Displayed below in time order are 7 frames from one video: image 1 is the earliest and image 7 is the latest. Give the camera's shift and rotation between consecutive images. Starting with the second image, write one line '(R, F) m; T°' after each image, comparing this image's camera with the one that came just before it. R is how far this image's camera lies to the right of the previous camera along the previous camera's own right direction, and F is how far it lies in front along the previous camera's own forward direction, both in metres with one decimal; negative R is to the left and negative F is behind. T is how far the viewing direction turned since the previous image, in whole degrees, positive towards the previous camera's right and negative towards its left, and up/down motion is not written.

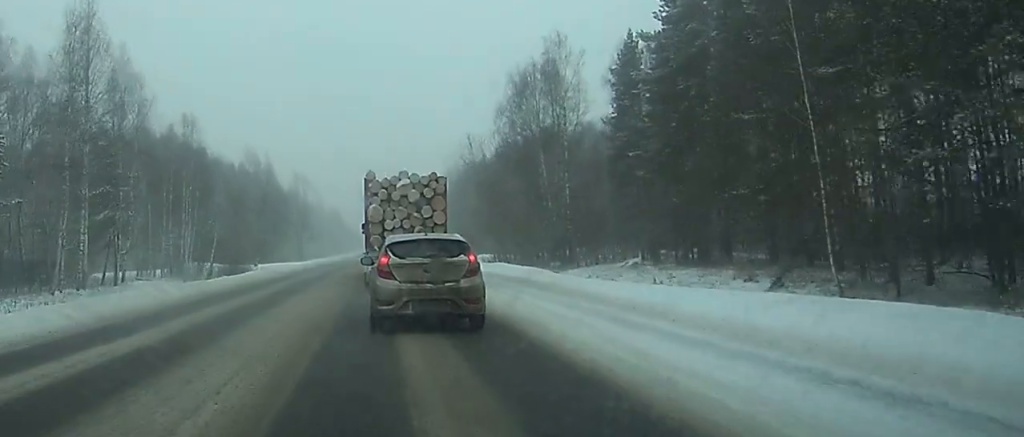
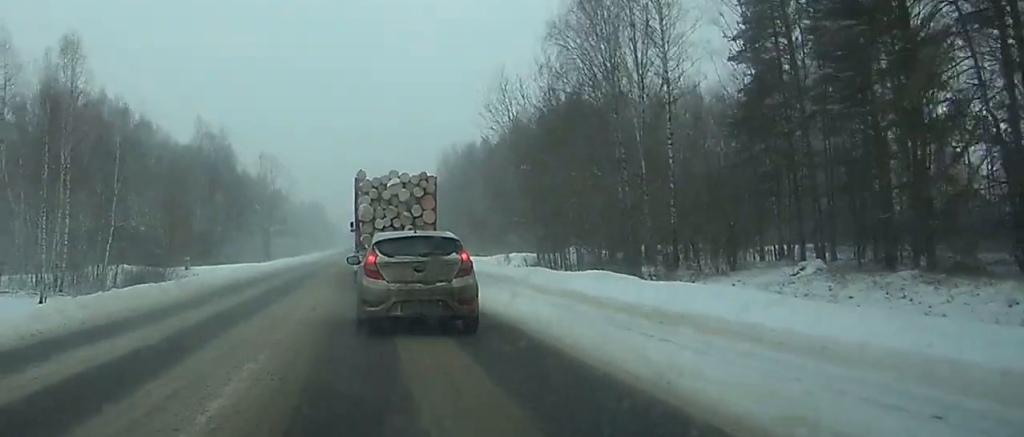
(-0.1, +33.9) m; 0°
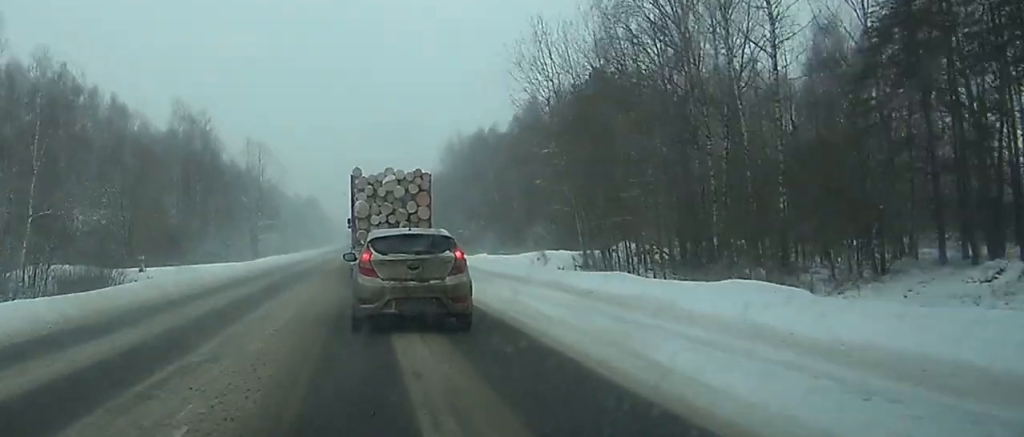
(+0.1, +15.3) m; 0°
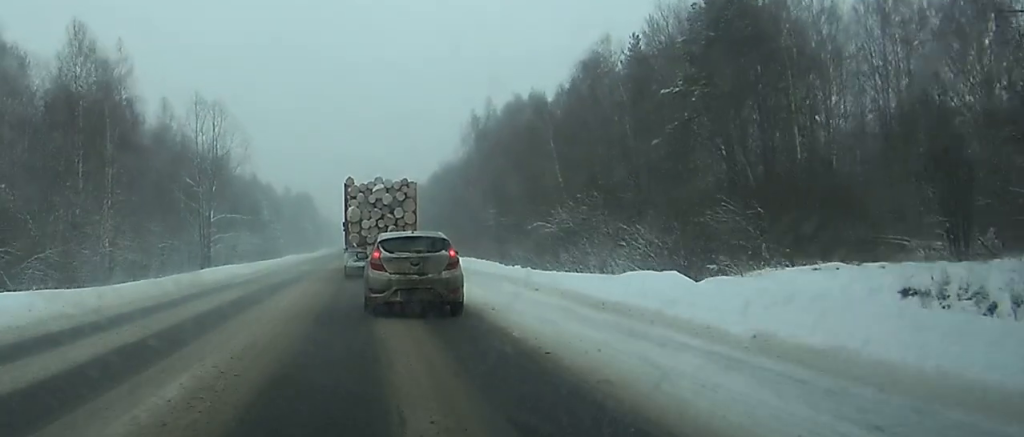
(+0.3, +43.0) m; 0°
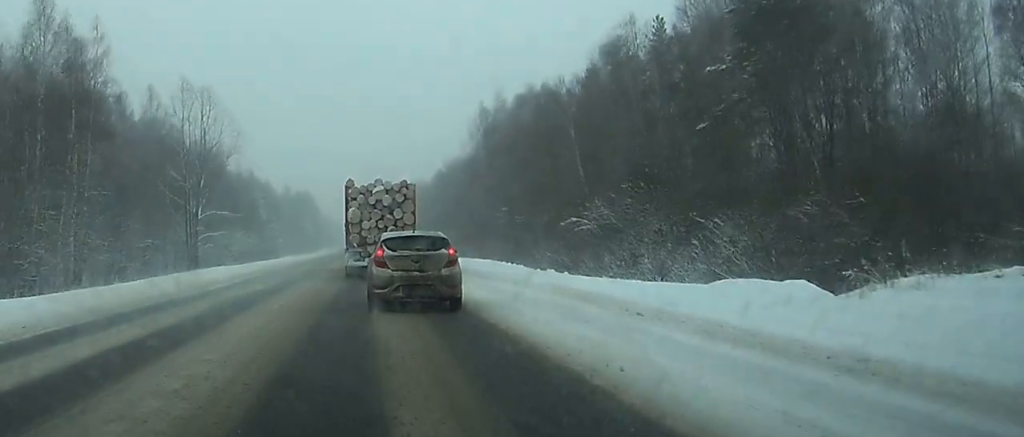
(0.0, +8.4) m; 0°
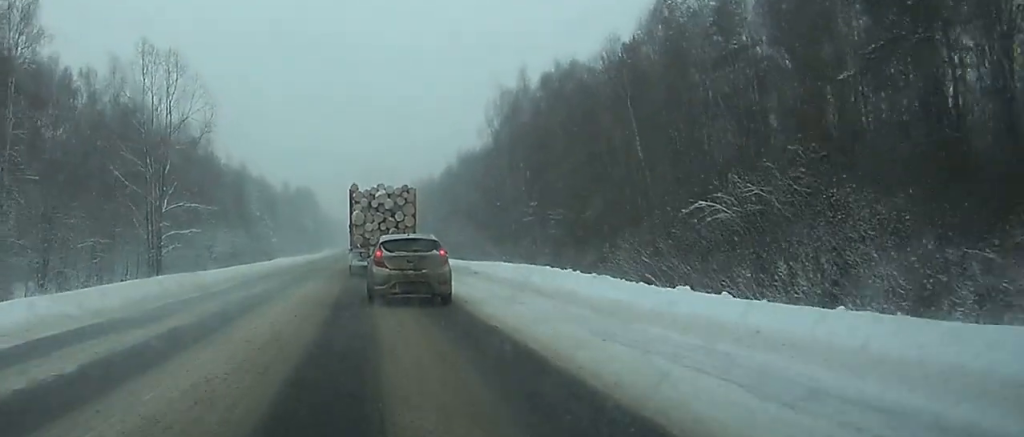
(0.0, +17.0) m; 0°
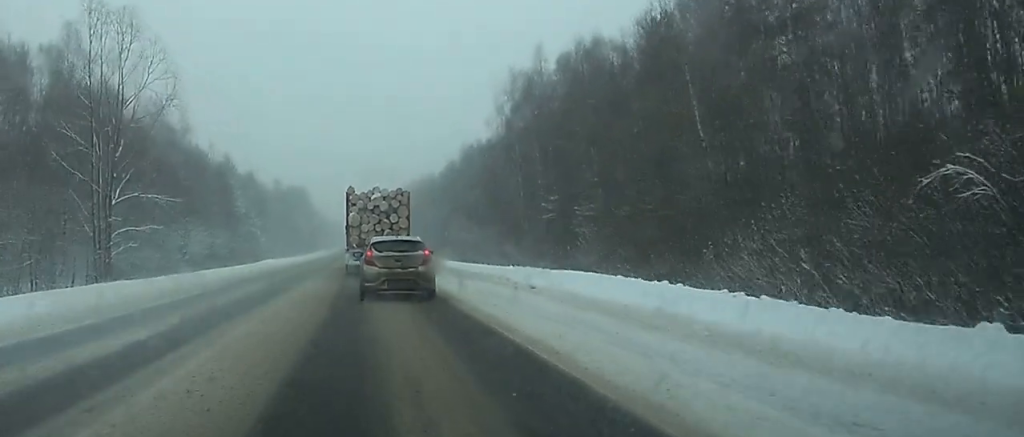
(0.0, +13.0) m; 0°
